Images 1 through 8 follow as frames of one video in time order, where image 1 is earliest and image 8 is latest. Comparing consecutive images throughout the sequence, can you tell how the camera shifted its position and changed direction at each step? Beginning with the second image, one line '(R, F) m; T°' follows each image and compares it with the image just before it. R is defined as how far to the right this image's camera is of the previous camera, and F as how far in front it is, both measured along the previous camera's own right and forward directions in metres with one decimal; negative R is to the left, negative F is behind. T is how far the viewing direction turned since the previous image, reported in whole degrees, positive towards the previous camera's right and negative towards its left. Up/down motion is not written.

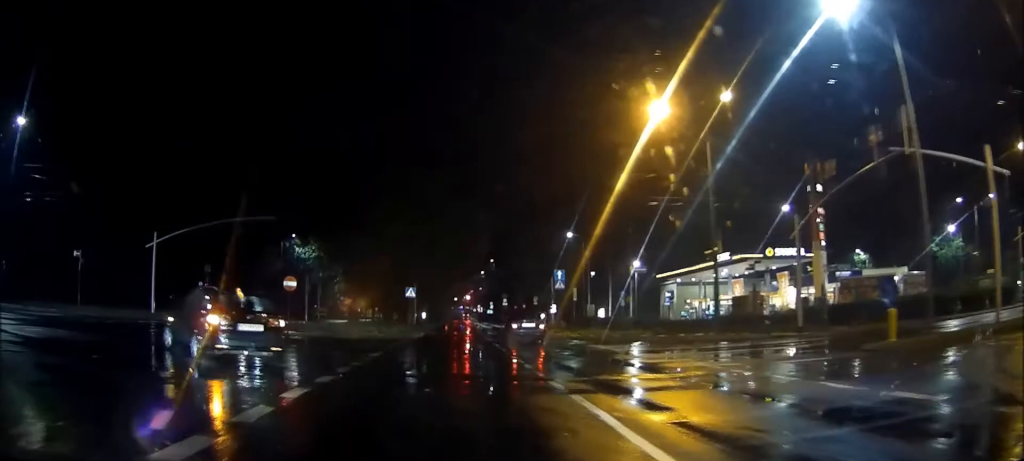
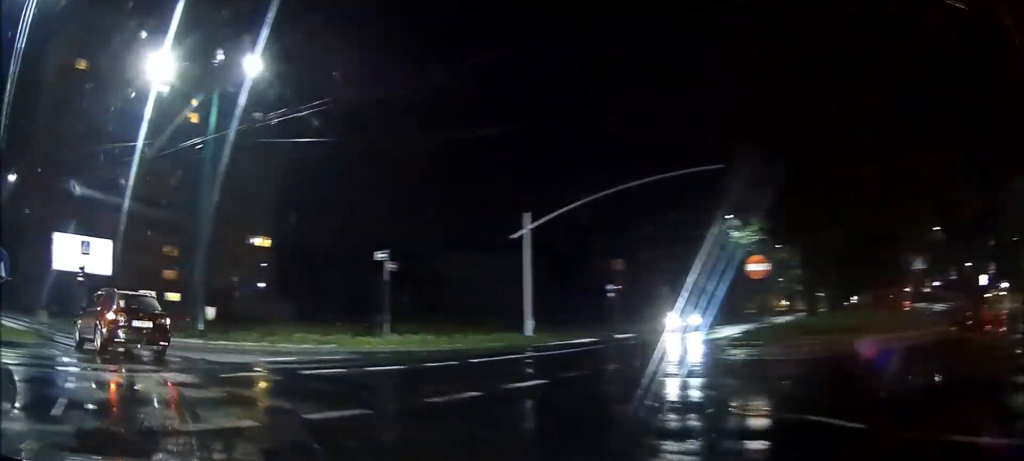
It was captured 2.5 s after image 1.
(-6.6, +17.9) m; -41°
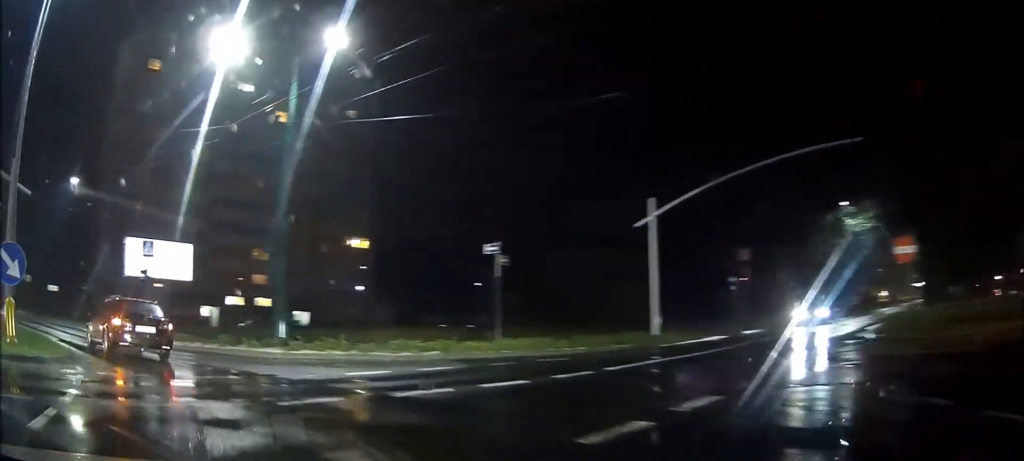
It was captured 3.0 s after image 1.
(0.0, +3.9) m; -8°
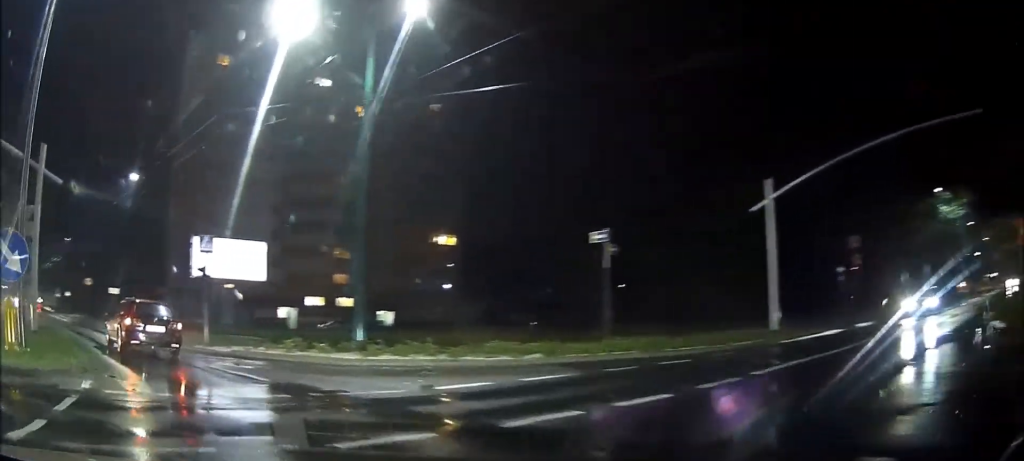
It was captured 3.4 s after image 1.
(-0.5, +3.6) m; -4°
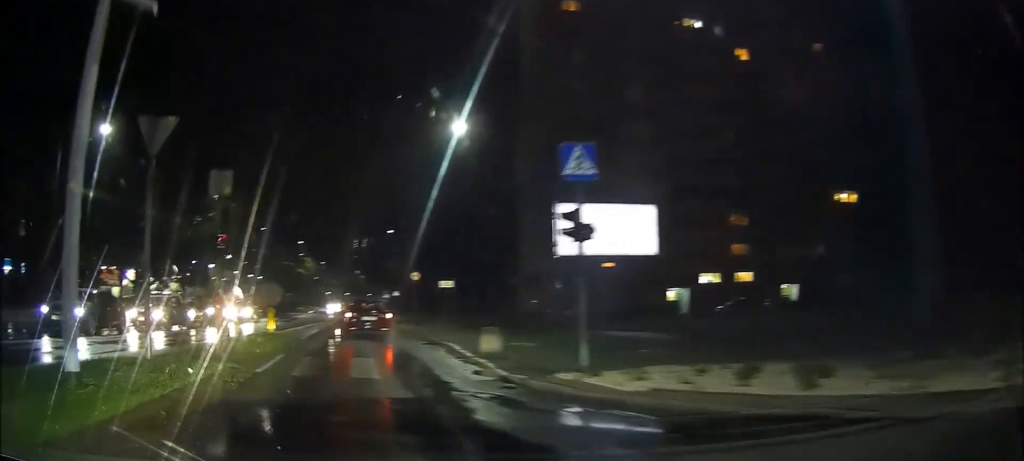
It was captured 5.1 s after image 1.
(-1.9, +17.2) m; -4°
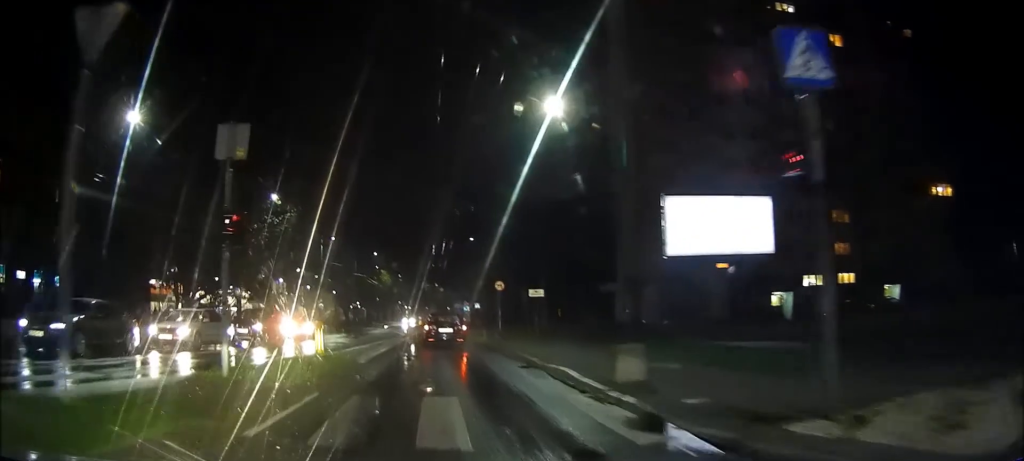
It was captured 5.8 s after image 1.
(+0.3, +7.3) m; +3°
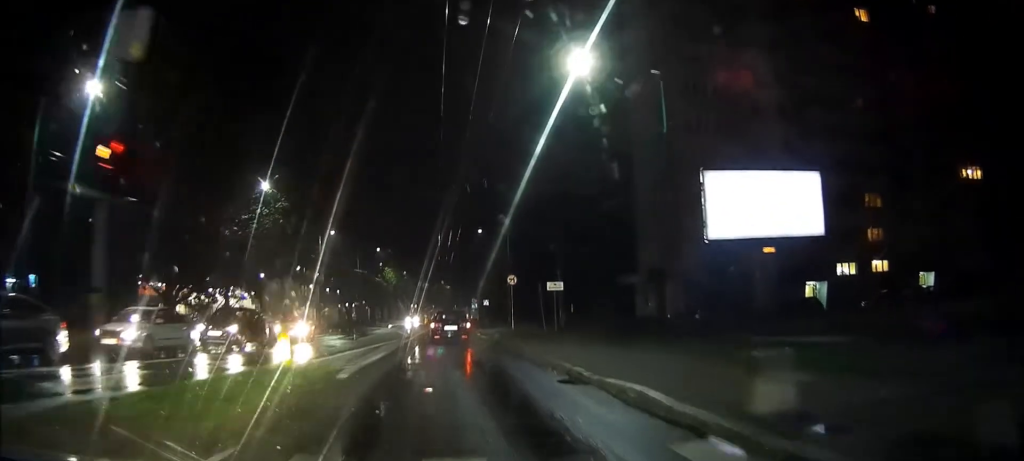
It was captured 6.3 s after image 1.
(+0.1, +6.0) m; +1°
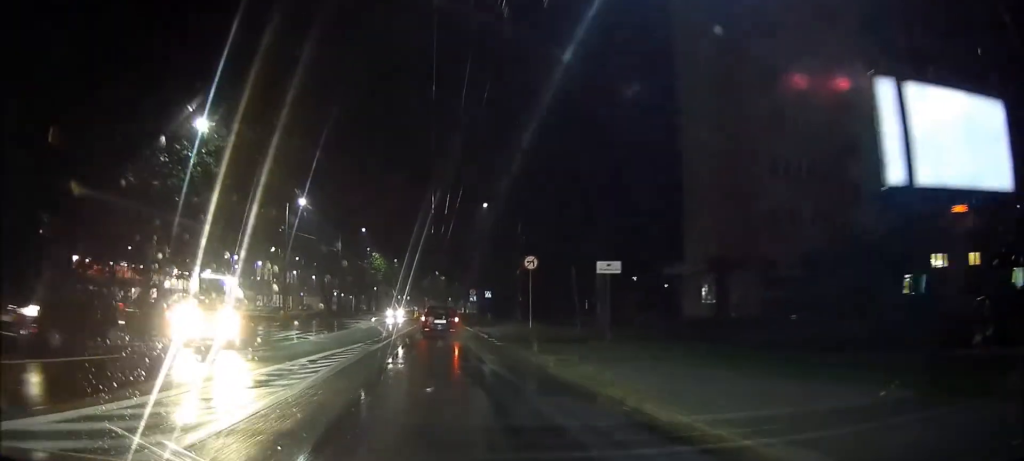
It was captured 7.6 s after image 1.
(+0.1, +14.9) m; +1°
